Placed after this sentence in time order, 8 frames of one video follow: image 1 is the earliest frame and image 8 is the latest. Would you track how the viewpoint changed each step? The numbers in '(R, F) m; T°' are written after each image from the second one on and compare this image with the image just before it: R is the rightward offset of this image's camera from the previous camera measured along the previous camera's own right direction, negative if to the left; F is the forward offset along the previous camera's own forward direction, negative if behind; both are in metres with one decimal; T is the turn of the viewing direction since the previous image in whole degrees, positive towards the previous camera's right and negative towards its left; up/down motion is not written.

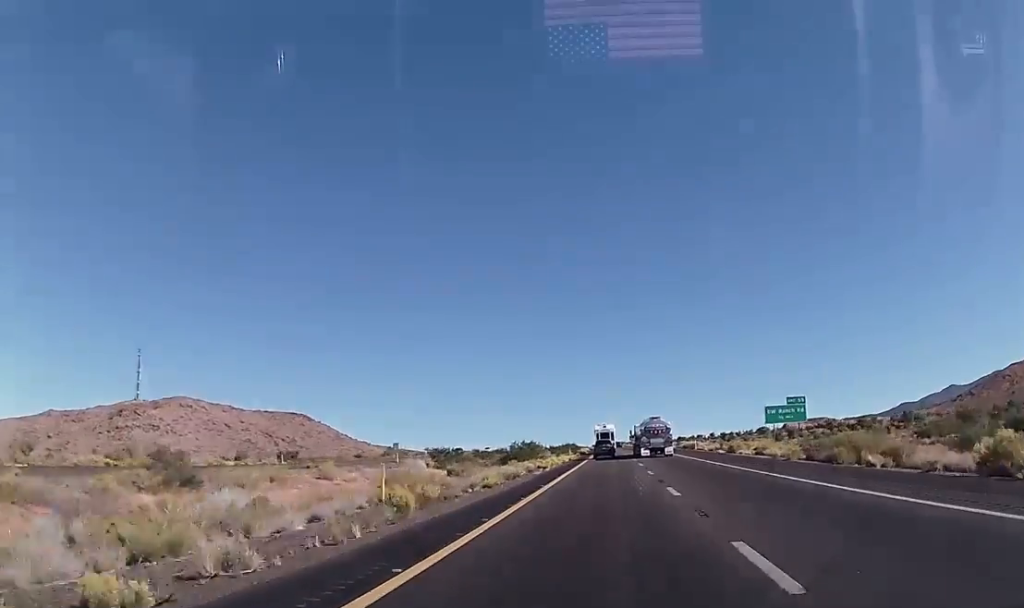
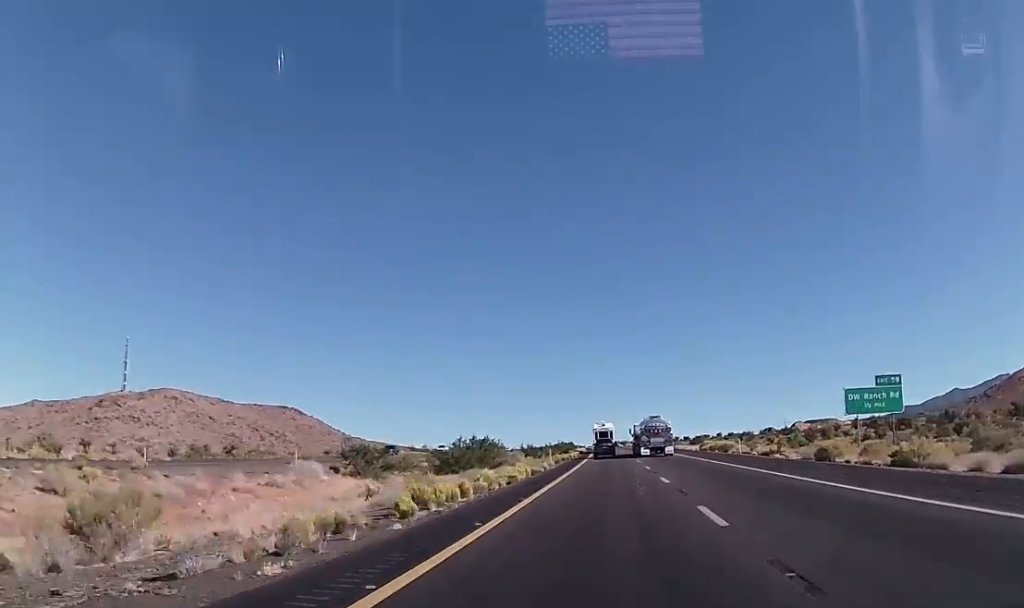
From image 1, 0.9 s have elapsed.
(0.0, +31.6) m; 0°
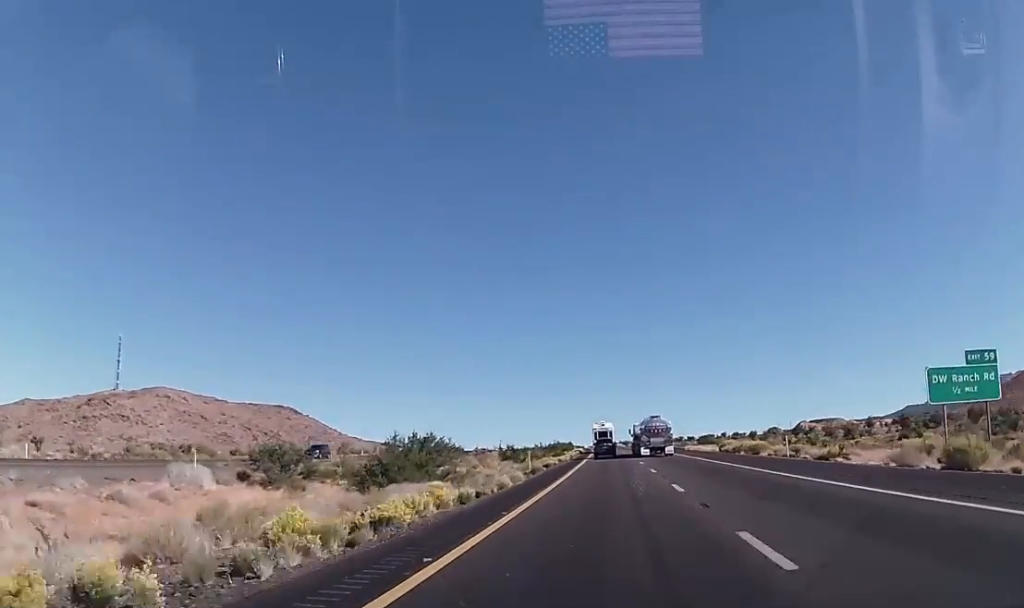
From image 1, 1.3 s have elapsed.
(0.0, +16.8) m; 0°
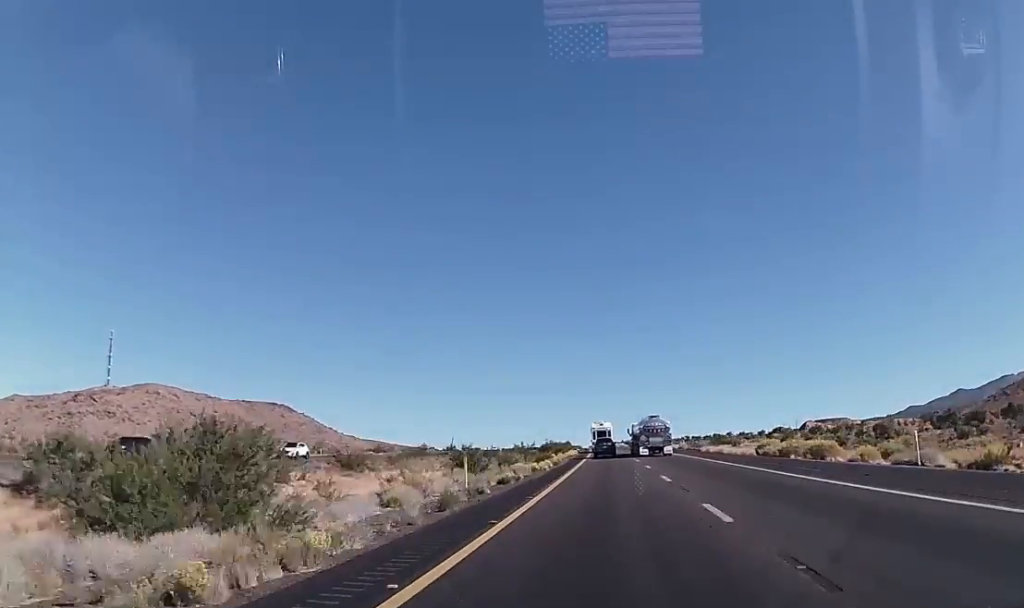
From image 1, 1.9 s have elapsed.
(+0.1, +19.8) m; 0°
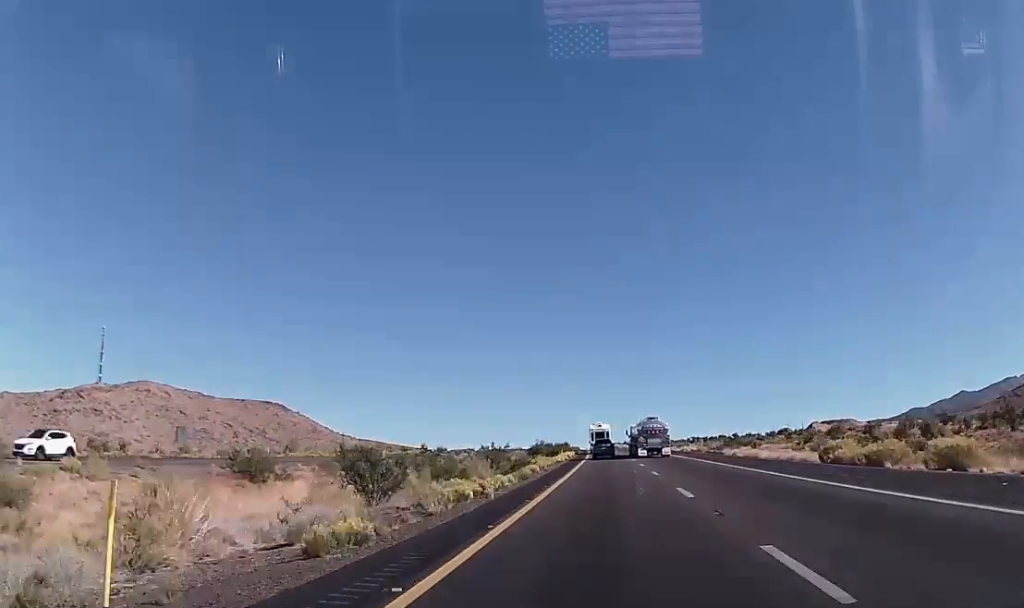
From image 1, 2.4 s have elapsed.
(0.0, +18.6) m; 0°
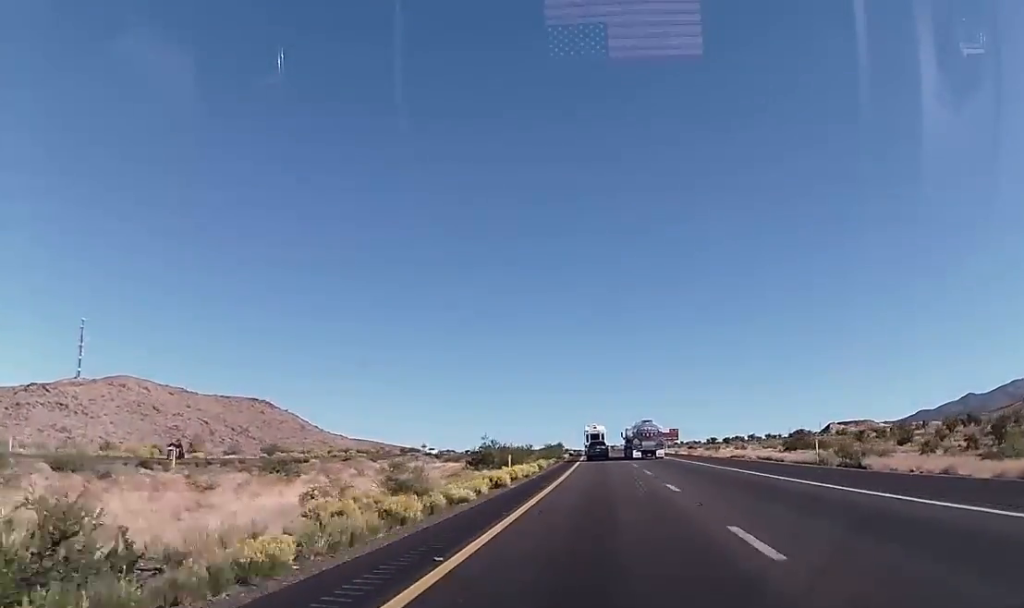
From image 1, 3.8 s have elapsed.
(-0.2, +46.5) m; -1°
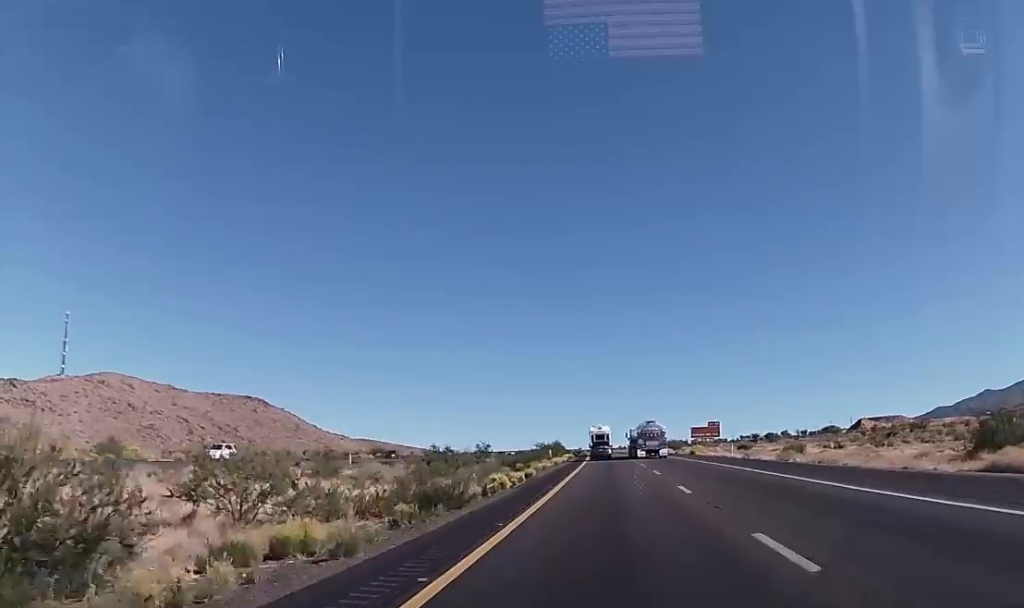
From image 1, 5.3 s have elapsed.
(-0.2, +49.8) m; -1°
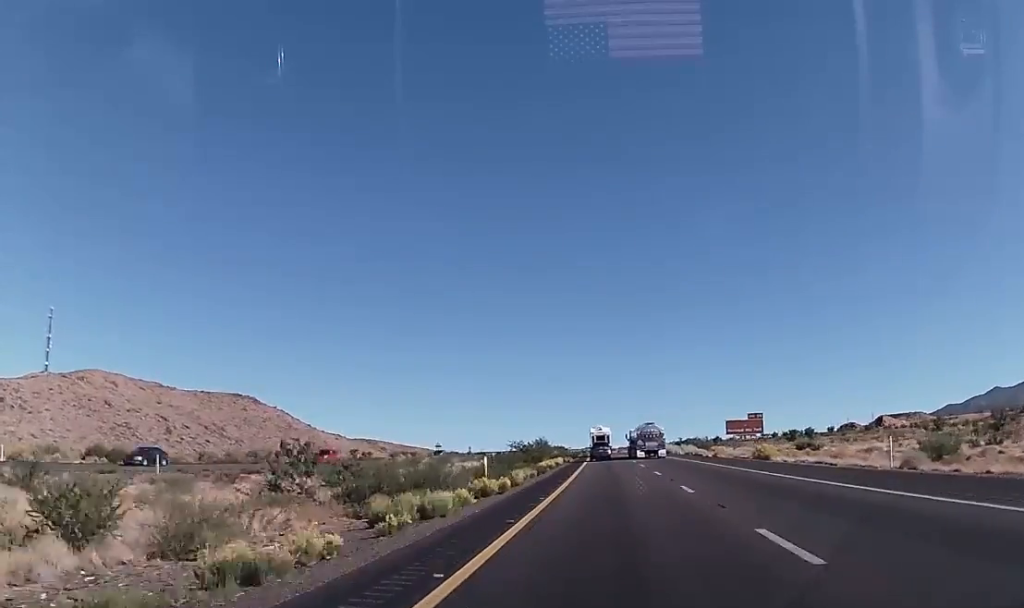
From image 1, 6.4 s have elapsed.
(-0.5, +36.0) m; -1°
